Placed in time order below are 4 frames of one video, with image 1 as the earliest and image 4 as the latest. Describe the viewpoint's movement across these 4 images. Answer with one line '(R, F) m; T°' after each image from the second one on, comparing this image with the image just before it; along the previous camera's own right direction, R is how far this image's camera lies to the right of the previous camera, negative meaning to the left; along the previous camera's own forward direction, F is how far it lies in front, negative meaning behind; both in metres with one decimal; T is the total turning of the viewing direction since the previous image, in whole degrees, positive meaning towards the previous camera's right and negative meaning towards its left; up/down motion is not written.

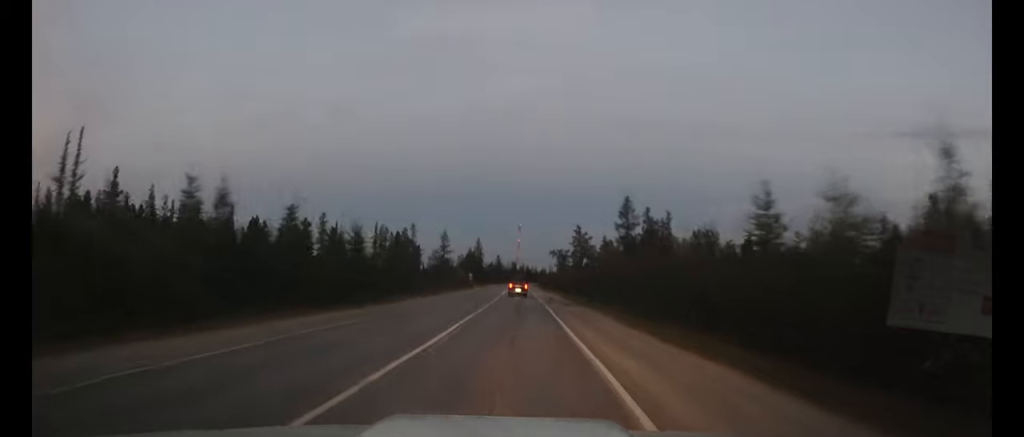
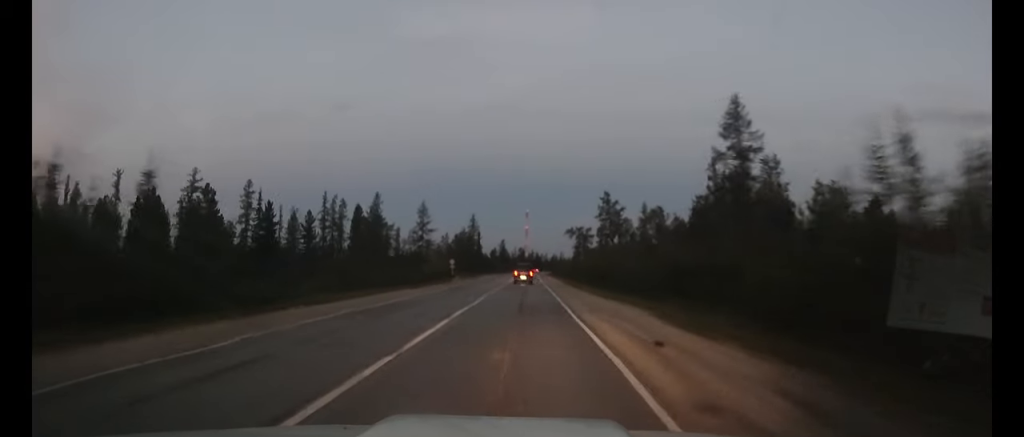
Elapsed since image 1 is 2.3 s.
(-0.6, +37.8) m; -2°
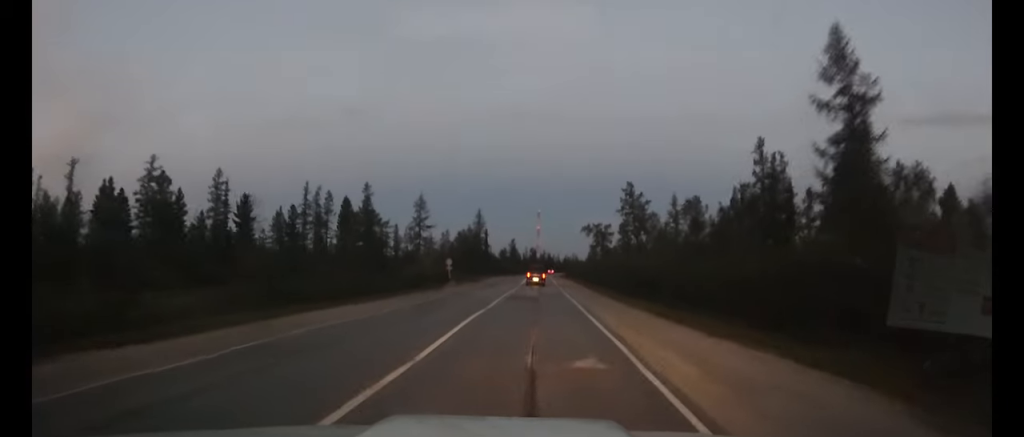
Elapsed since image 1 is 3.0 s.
(0.0, +12.9) m; 0°
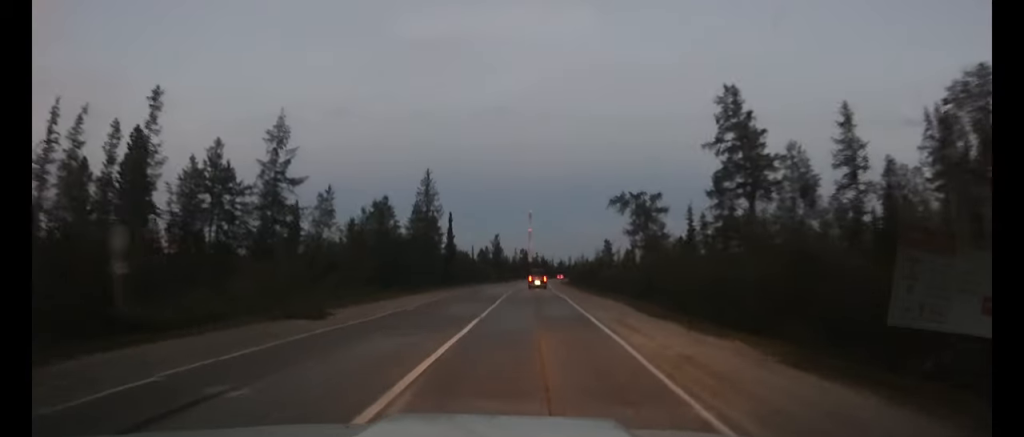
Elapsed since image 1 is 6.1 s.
(-0.3, +50.8) m; 0°
